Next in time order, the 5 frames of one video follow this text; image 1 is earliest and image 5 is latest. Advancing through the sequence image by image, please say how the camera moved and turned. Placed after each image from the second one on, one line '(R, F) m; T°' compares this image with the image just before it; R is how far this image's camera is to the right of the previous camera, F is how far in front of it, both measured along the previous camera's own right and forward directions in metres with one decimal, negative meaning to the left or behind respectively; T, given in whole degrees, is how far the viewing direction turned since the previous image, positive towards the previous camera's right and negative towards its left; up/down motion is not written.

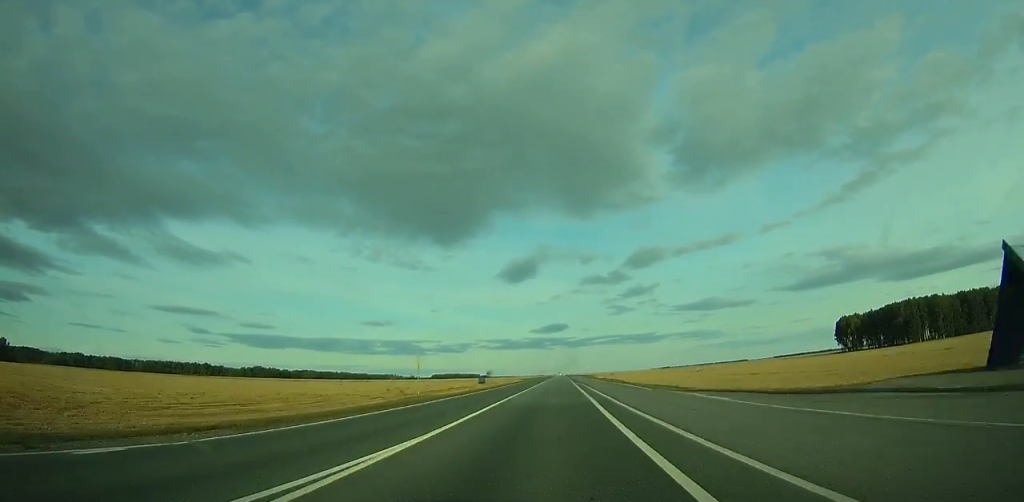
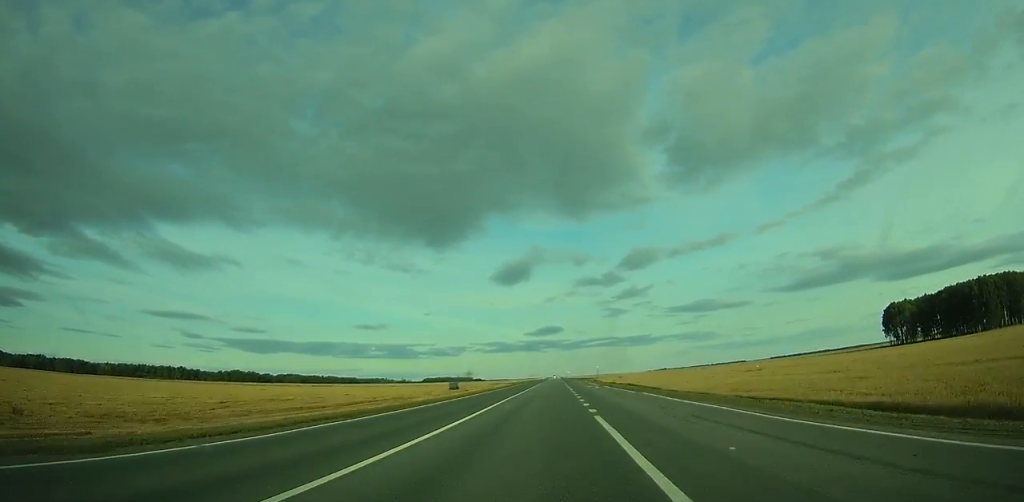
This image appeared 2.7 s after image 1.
(+0.1, +69.7) m; 0°
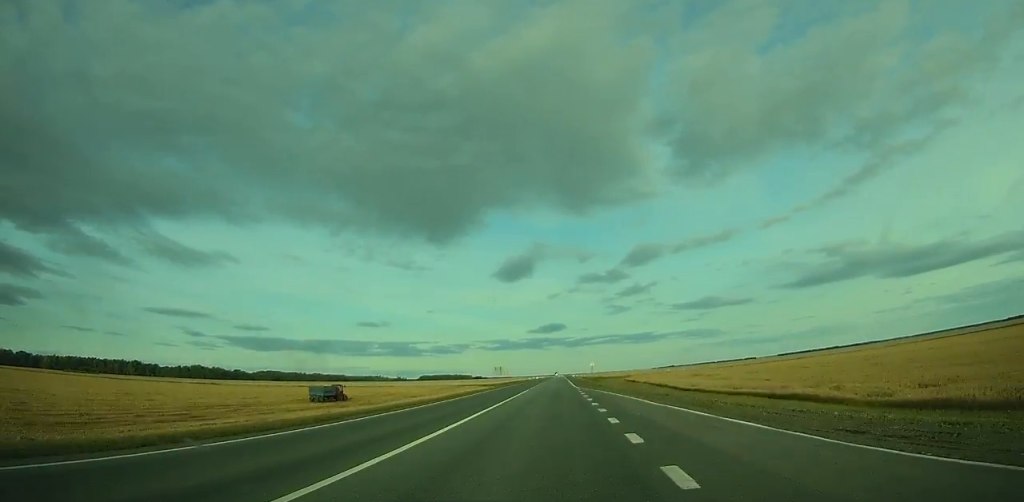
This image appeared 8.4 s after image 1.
(-0.2, +153.1) m; 0°
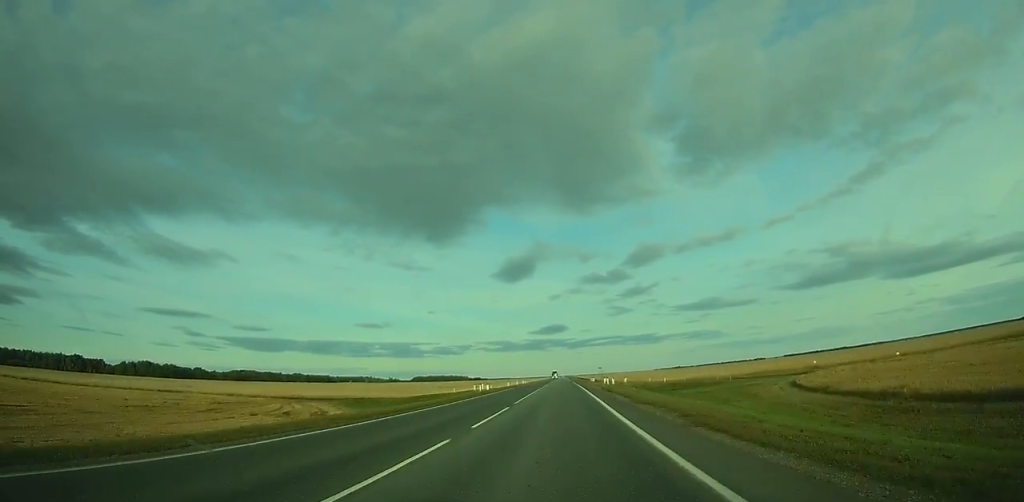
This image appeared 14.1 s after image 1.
(+0.3, +156.4) m; 0°
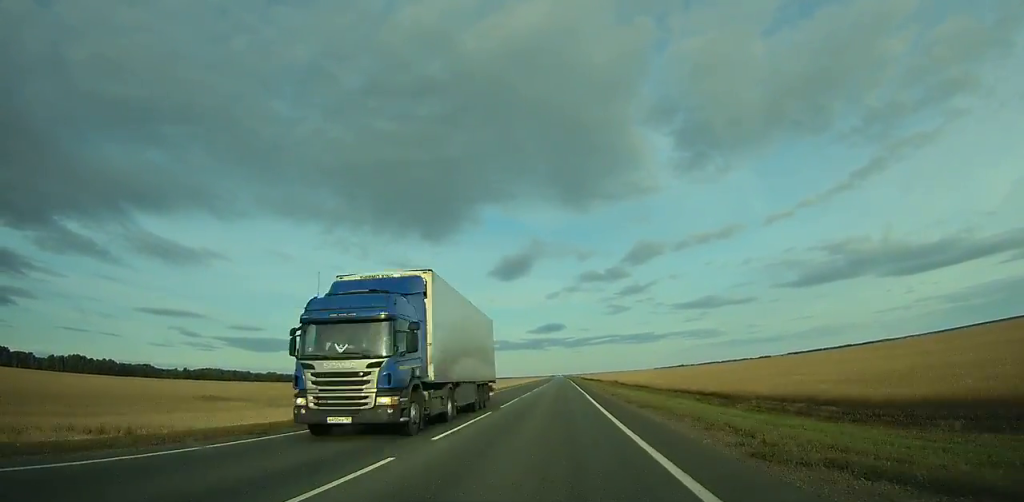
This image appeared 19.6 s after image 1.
(+0.4, +153.3) m; 0°
